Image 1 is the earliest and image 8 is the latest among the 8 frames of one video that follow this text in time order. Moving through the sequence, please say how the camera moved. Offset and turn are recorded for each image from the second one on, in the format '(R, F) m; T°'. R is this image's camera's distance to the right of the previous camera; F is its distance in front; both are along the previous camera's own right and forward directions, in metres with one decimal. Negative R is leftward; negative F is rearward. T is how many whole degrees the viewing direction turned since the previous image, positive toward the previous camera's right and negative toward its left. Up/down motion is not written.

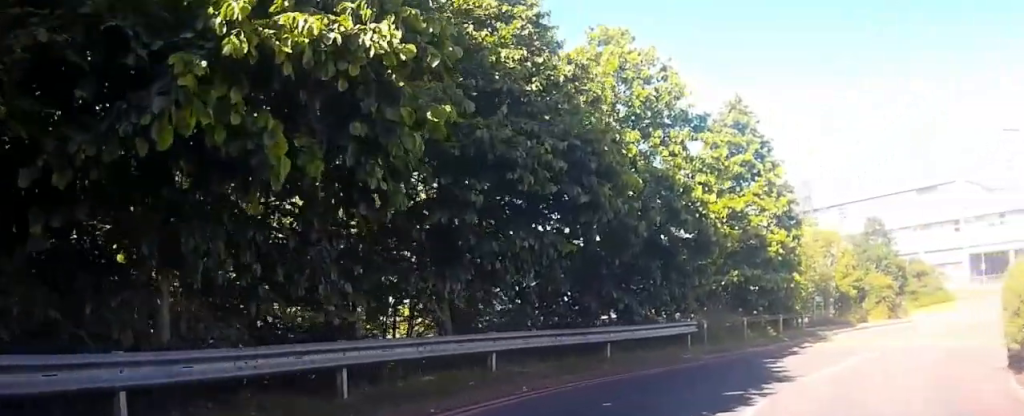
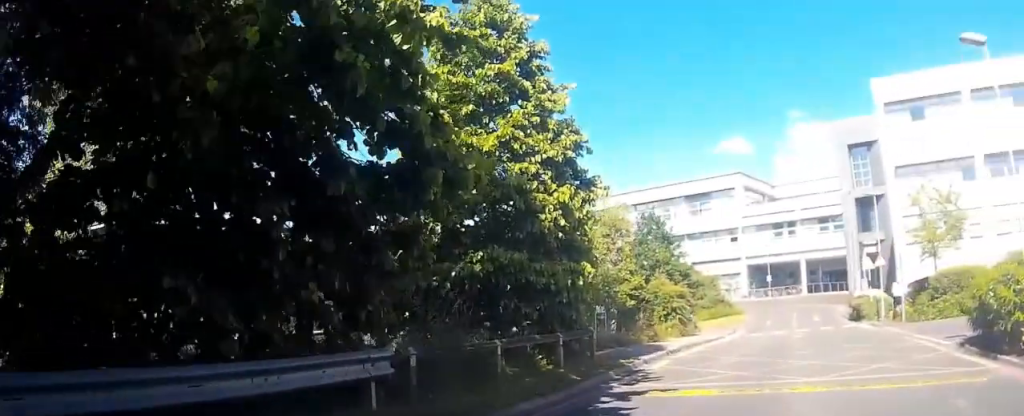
(+0.4, +5.8) m; +10°
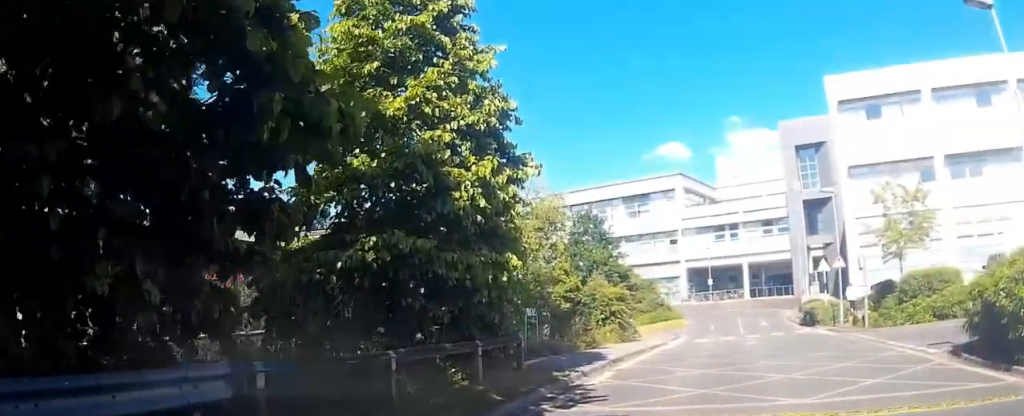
(0.0, +1.2) m; +8°
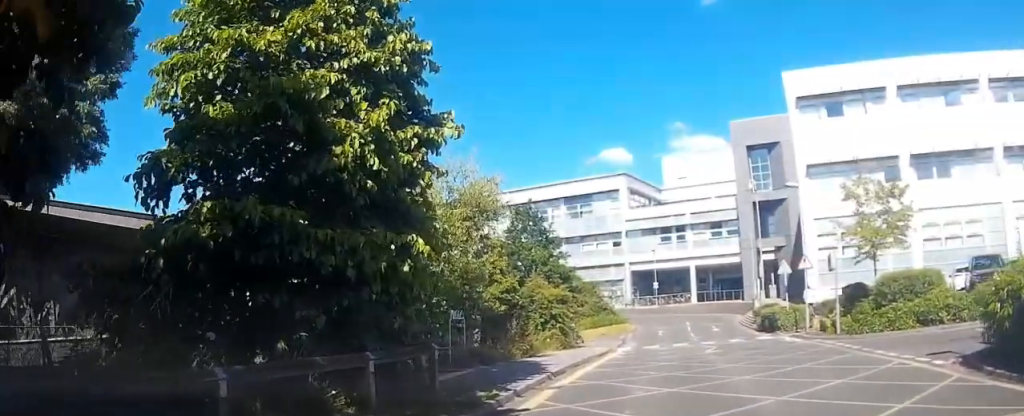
(+0.1, +1.8) m; +10°
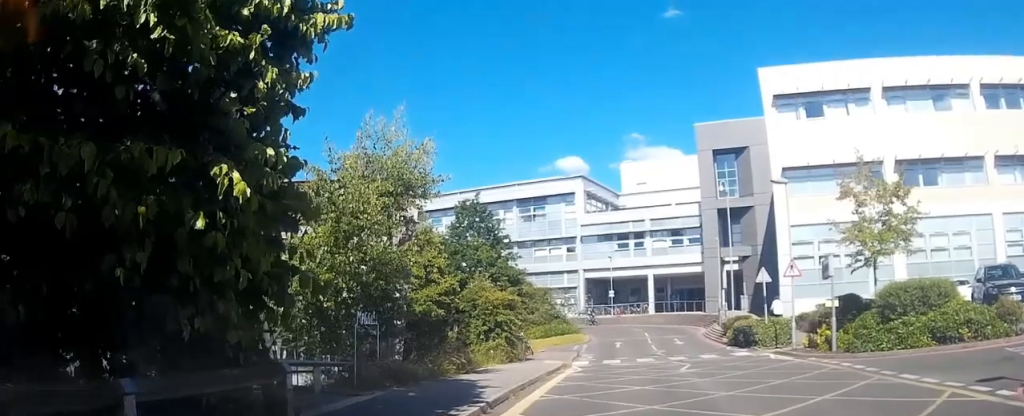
(+0.7, +4.1) m; +10°
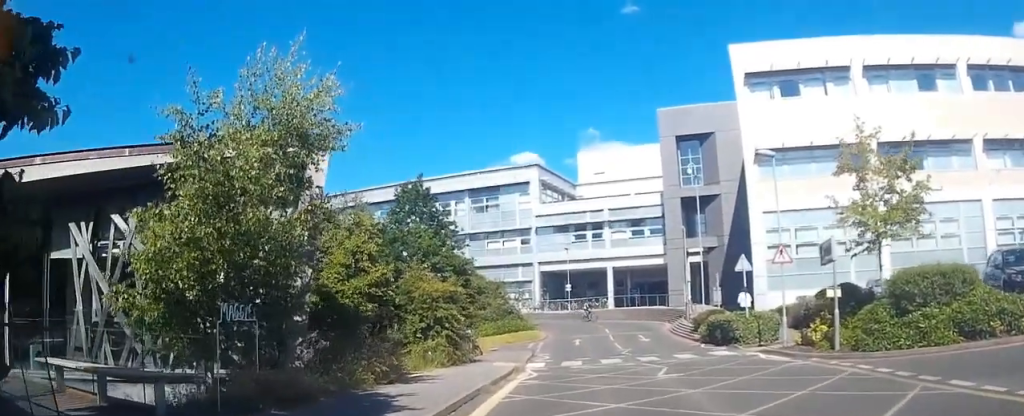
(0.0, +4.6) m; +1°
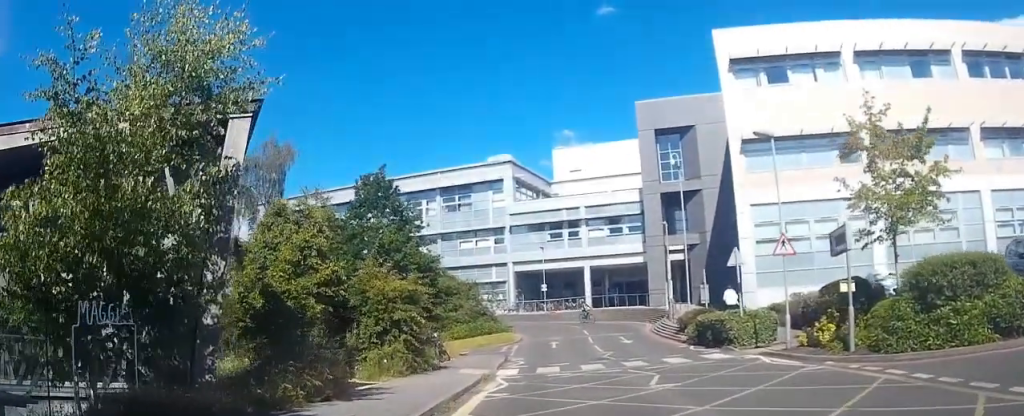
(0.0, +3.1) m; +2°
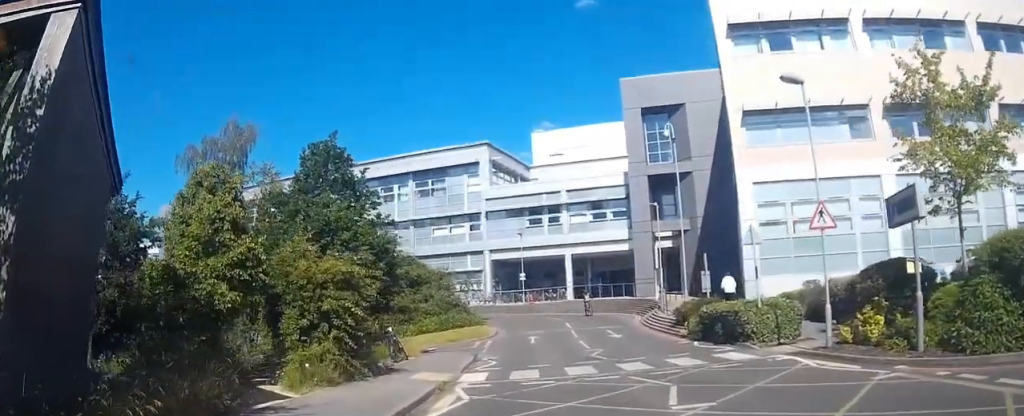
(+0.2, +4.9) m; +3°
